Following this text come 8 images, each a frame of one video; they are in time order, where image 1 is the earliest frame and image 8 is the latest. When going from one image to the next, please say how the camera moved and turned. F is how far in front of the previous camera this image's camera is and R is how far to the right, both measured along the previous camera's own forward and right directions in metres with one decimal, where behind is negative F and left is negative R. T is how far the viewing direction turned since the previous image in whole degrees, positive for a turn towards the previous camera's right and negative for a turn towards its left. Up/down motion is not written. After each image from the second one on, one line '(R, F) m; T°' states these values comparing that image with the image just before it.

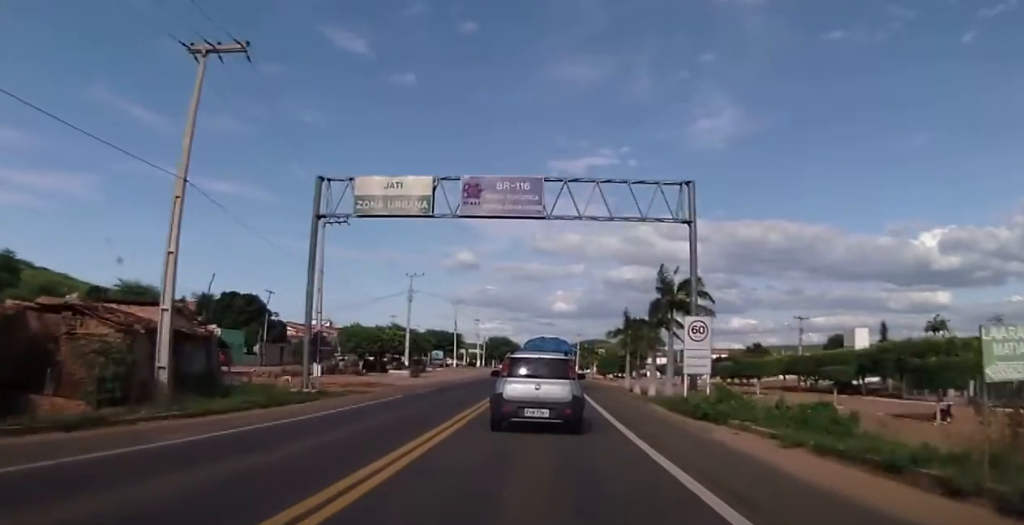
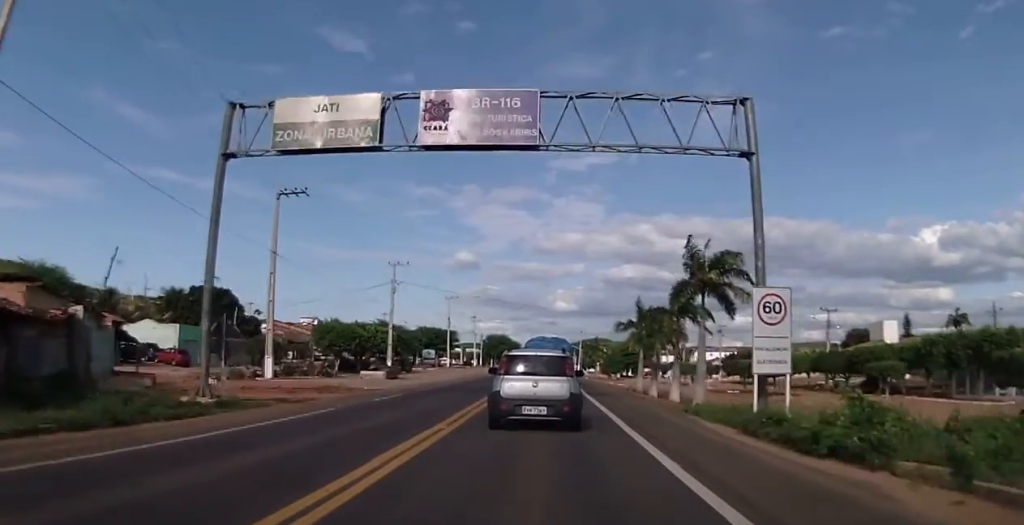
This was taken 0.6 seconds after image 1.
(-0.2, +7.6) m; -2°
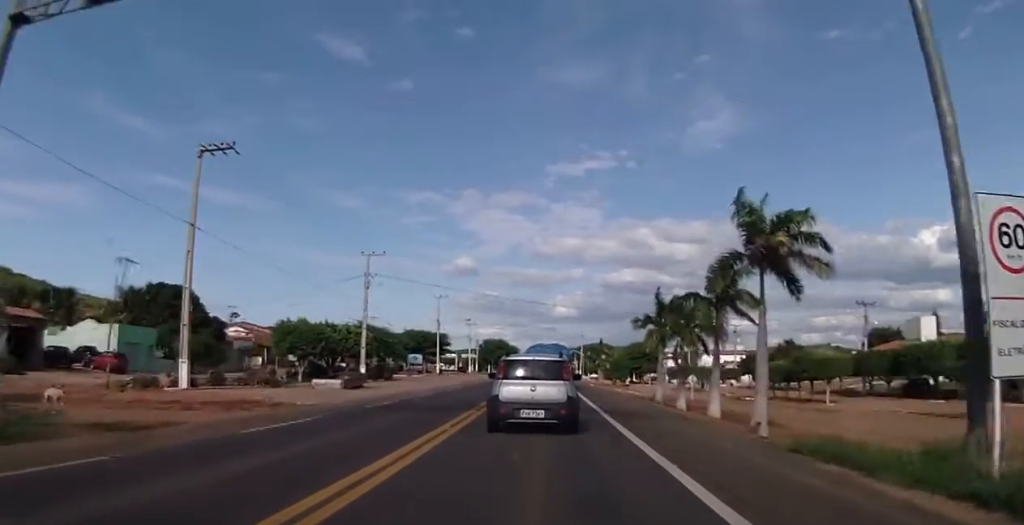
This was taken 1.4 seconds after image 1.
(-0.2, +8.6) m; -2°
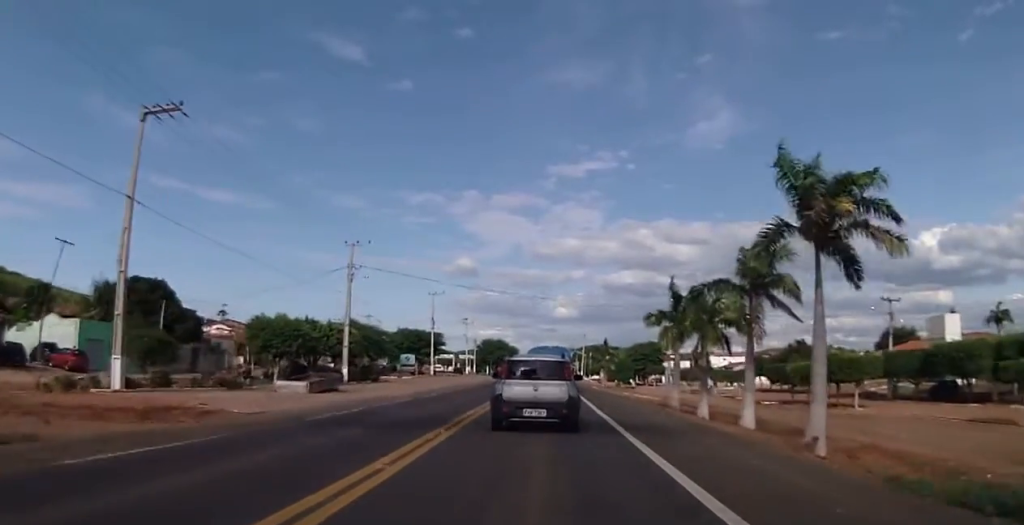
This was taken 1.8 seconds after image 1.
(-0.1, +4.6) m; 0°
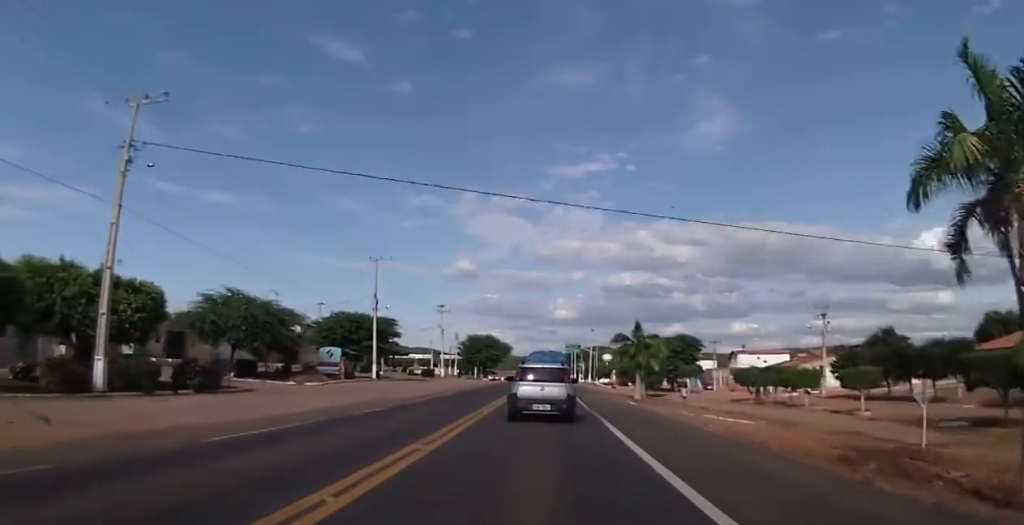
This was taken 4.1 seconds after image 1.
(+0.7, +31.4) m; +2°
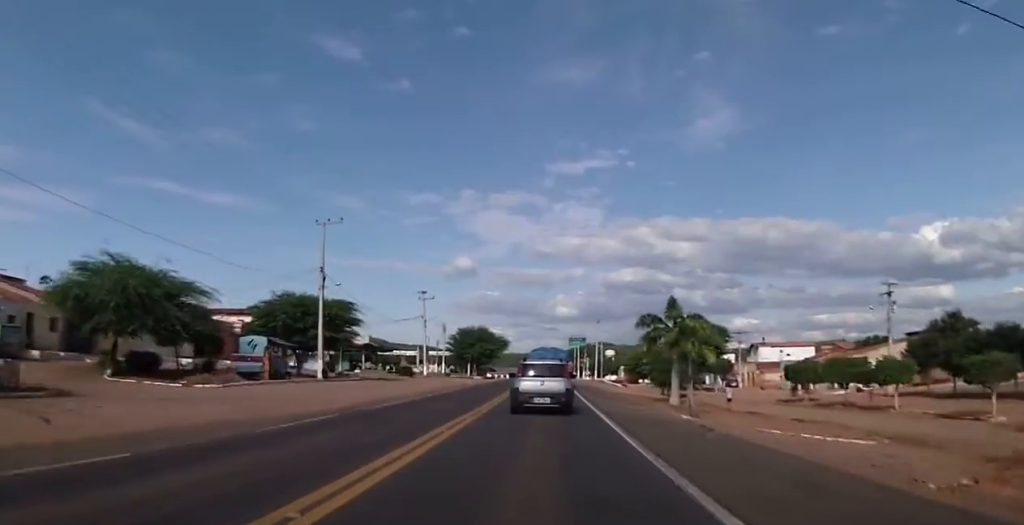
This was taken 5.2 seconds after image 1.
(-0.1, +15.4) m; 0°
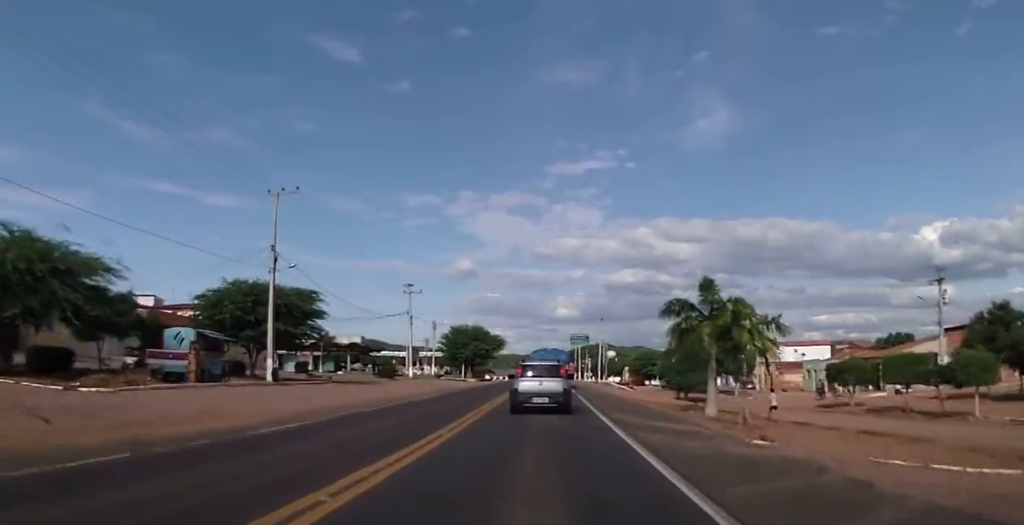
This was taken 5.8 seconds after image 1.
(0.0, +8.6) m; 0°
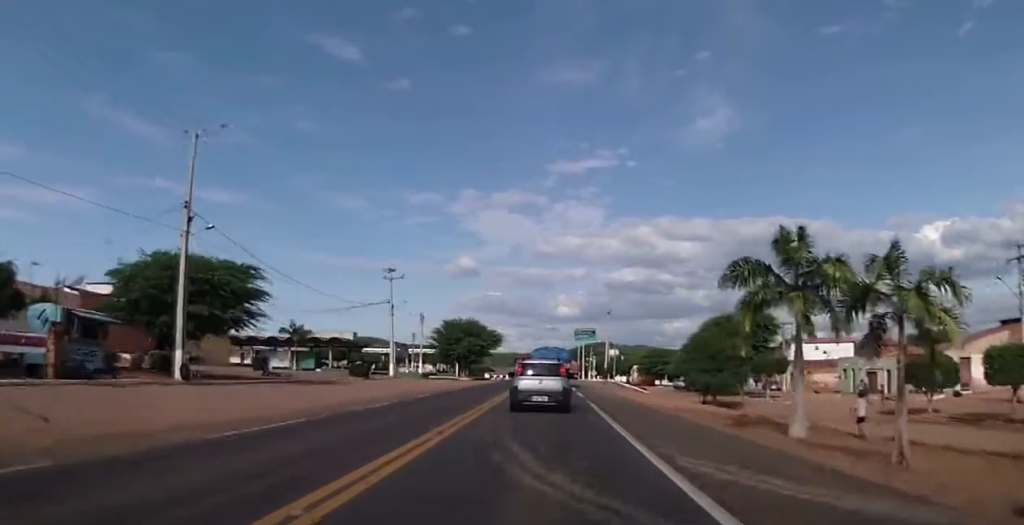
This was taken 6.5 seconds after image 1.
(0.0, +10.0) m; 0°
